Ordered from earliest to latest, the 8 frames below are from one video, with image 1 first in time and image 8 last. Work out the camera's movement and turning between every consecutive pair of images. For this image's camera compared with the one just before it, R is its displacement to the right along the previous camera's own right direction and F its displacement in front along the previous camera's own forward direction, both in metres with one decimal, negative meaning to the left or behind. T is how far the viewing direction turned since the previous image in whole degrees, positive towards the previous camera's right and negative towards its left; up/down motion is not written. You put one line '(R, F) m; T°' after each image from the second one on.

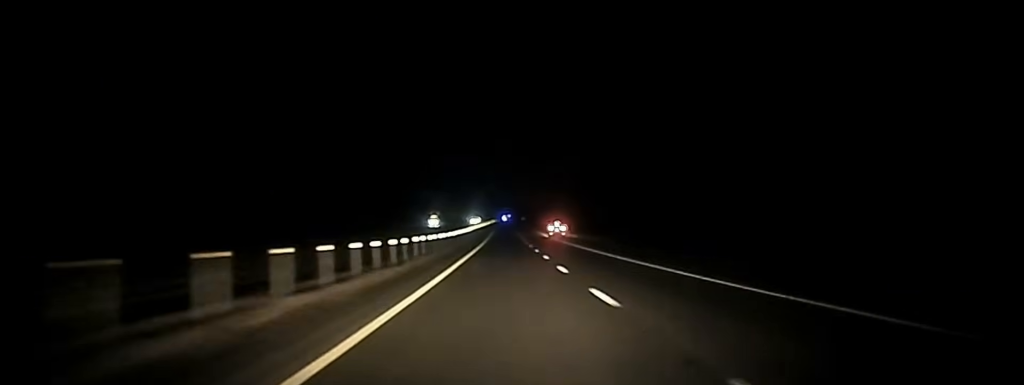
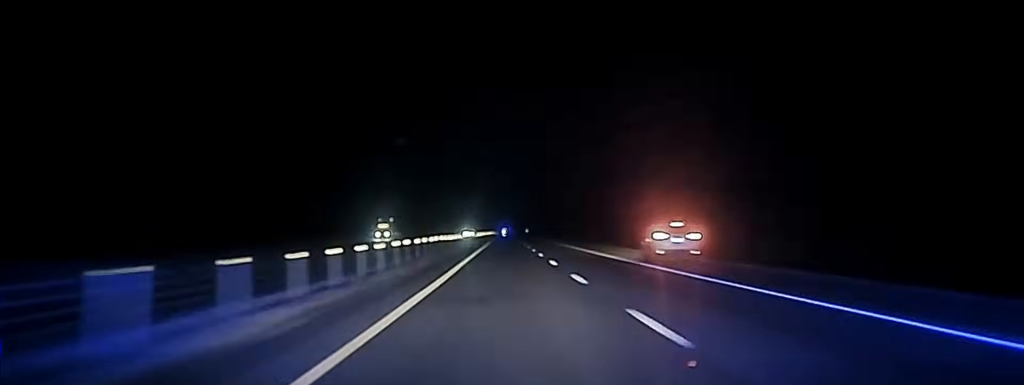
(0.0, +89.8) m; 0°
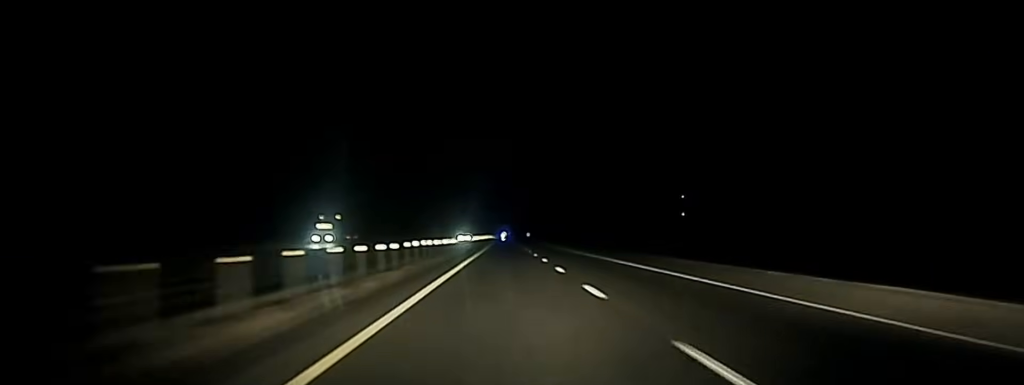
(0.0, +38.5) m; 0°
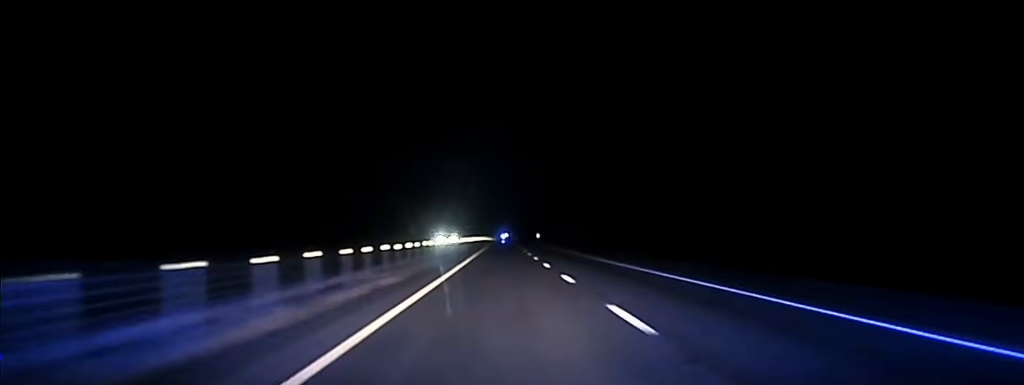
(0.0, +114.6) m; 0°
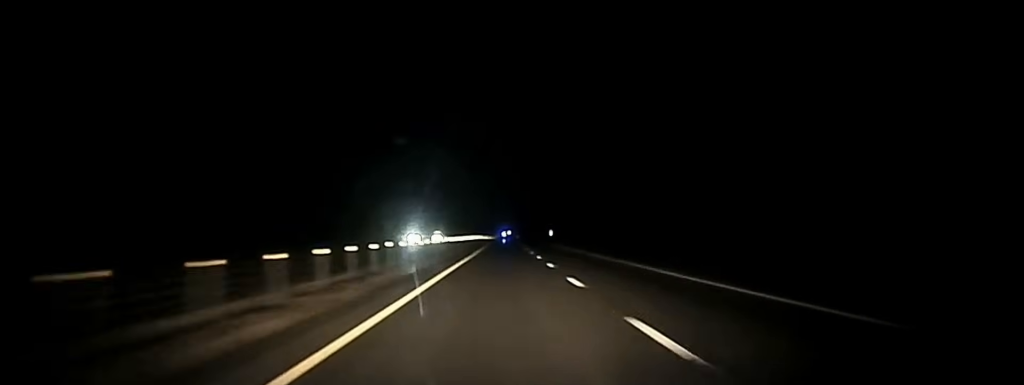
(0.0, +75.0) m; 0°
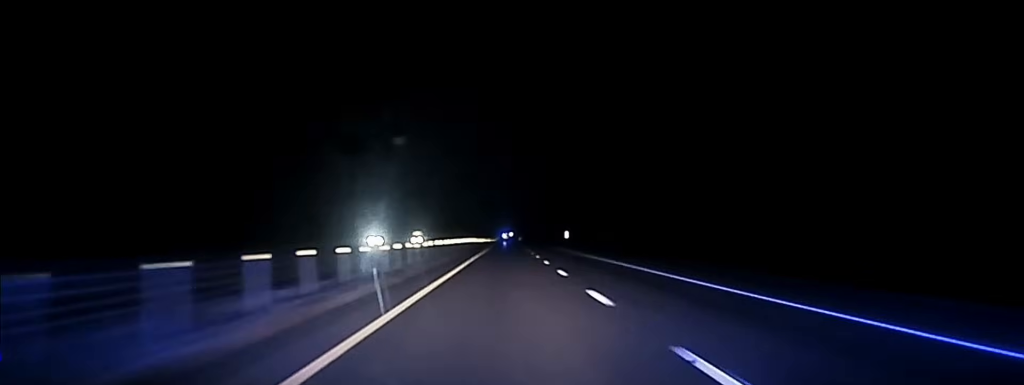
(0.0, +51.8) m; 0°
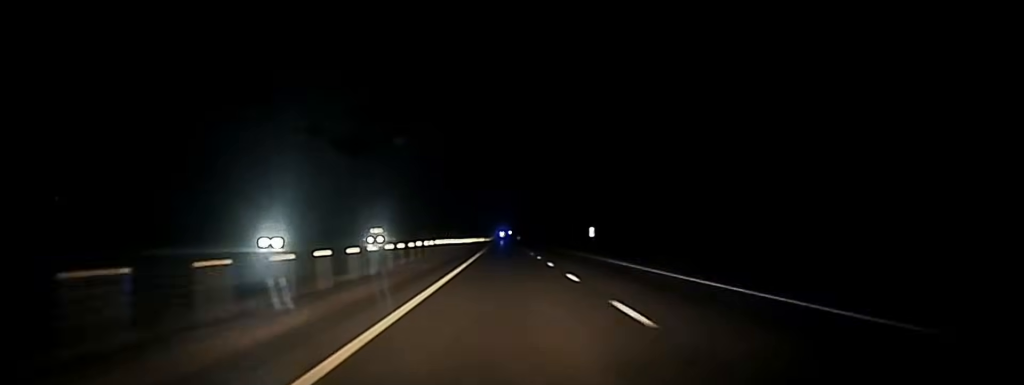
(0.0, +51.6) m; 0°
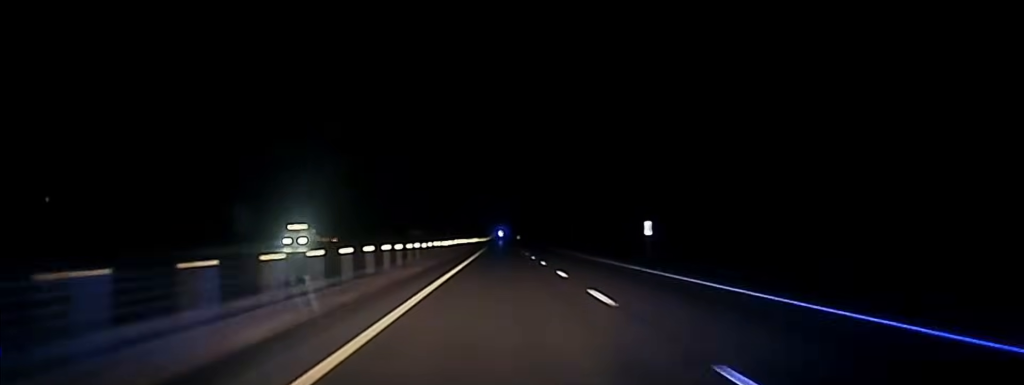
(0.0, +45.4) m; 0°
